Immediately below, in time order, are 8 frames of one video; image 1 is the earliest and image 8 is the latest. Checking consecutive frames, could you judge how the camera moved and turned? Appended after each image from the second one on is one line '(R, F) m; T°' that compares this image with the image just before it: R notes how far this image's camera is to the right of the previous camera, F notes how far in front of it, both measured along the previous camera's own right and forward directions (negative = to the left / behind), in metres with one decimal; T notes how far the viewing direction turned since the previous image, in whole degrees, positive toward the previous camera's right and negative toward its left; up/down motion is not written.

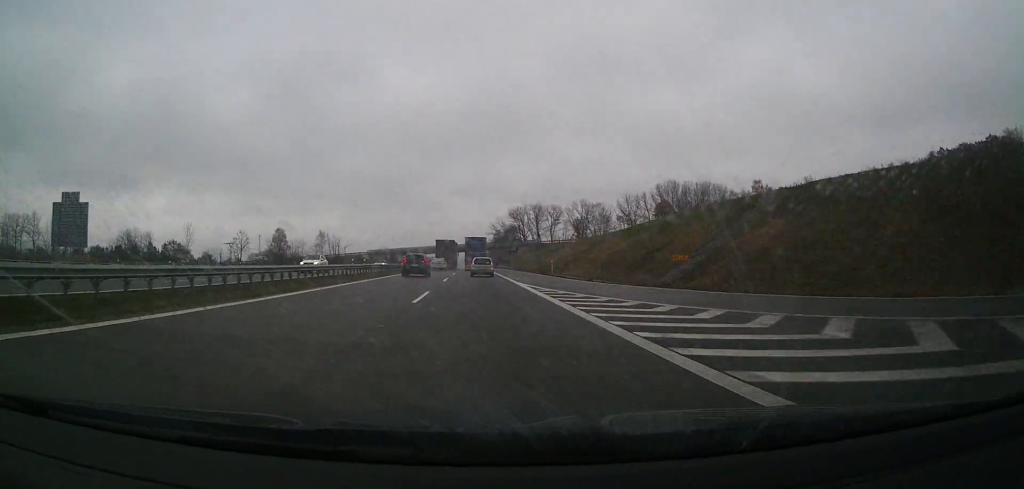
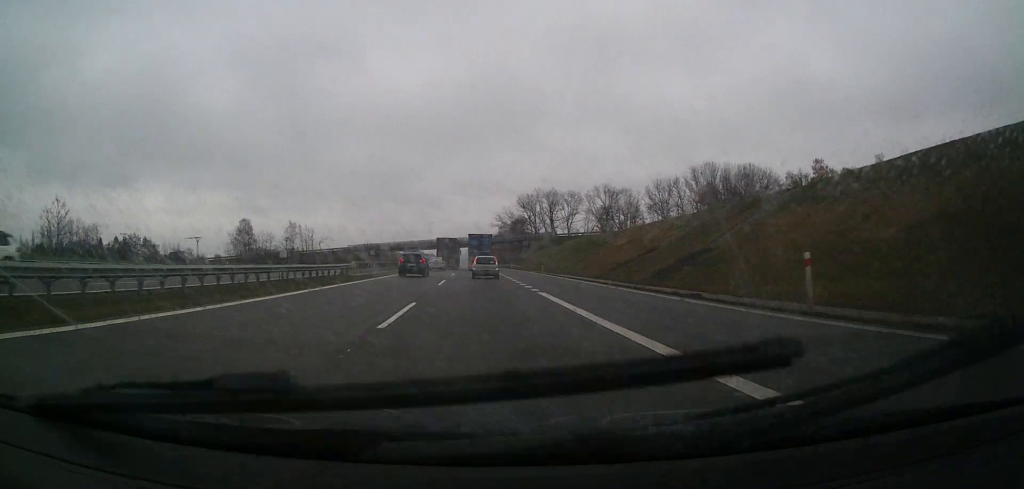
(+0.5, +43.5) m; 0°
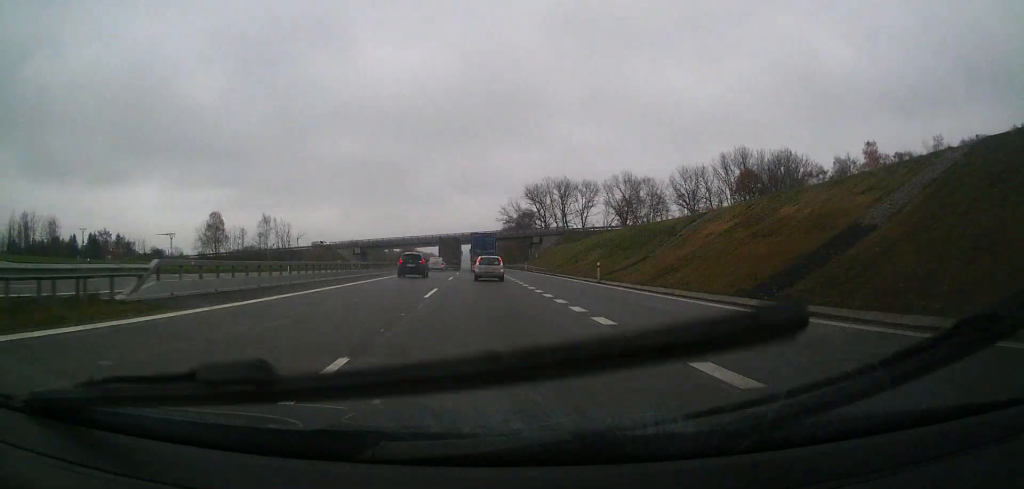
(-0.2, +27.7) m; -1°
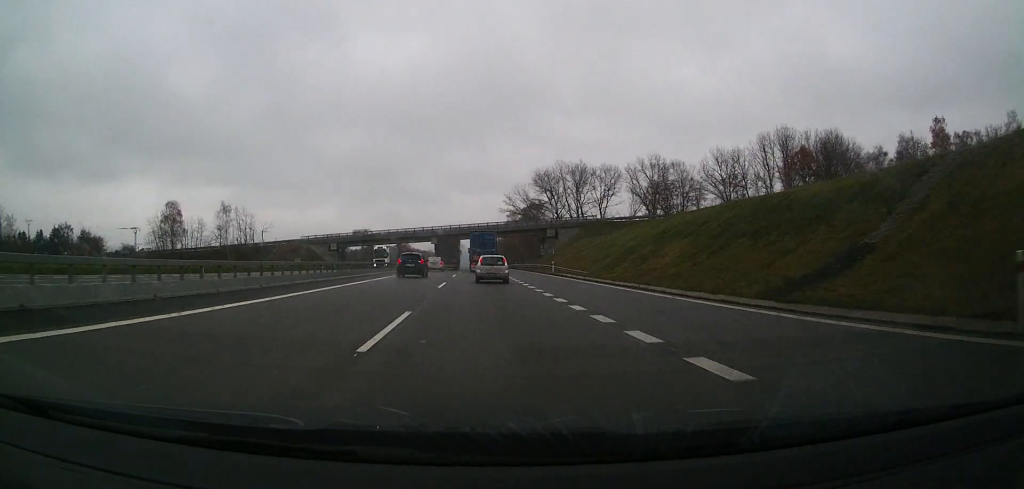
(-0.1, +30.2) m; 0°
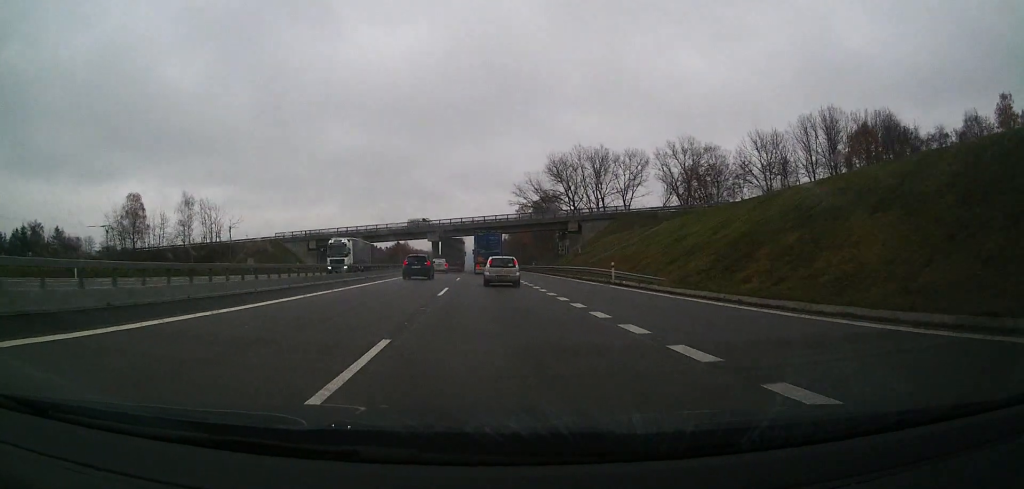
(0.0, +23.0) m; +1°
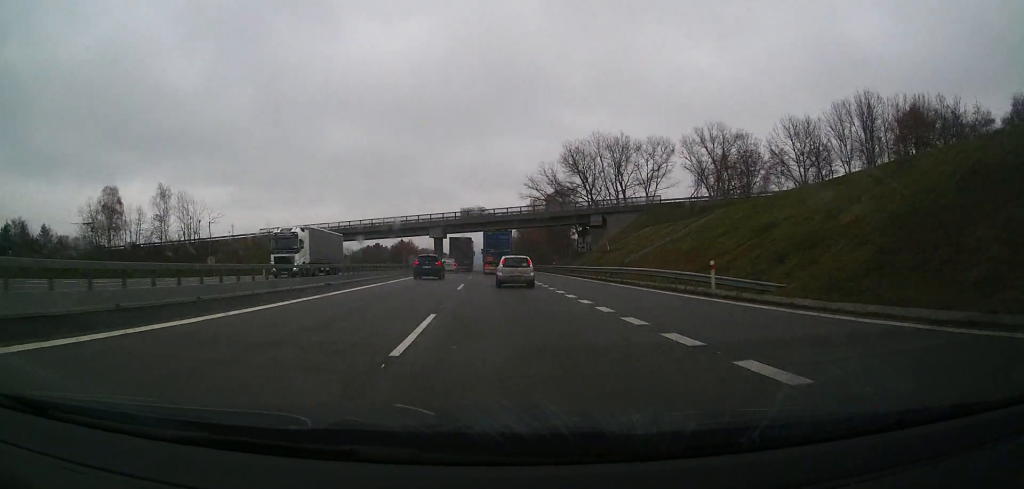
(0.0, +13.6) m; 0°
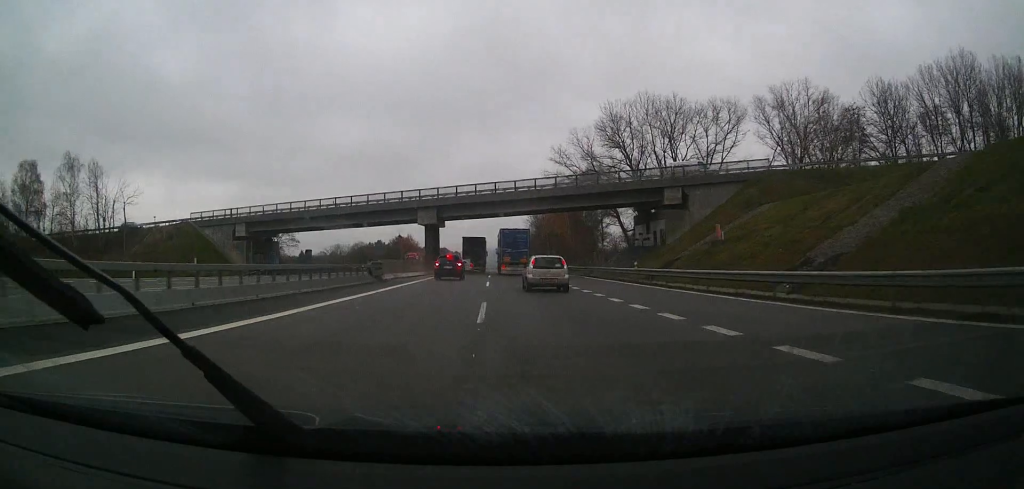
(+0.1, +31.2) m; -1°
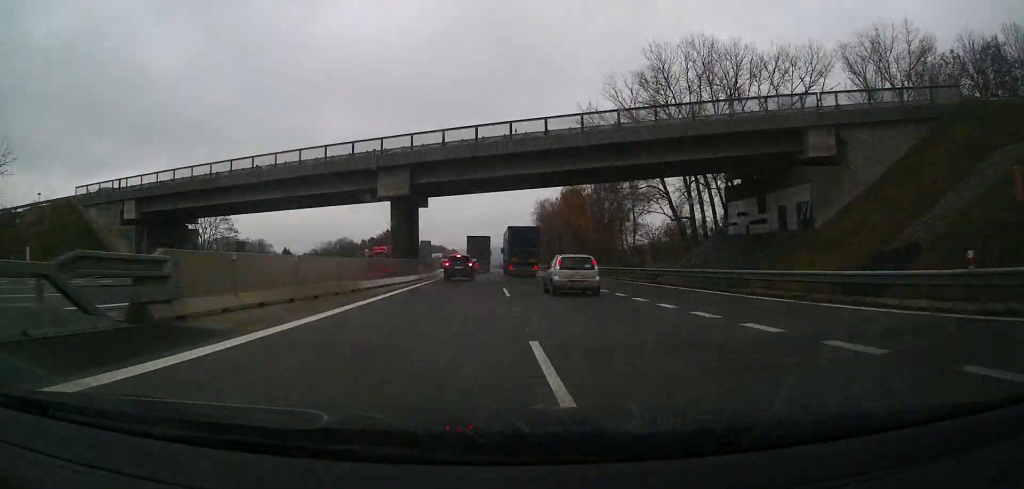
(-0.4, +25.9) m; -1°
